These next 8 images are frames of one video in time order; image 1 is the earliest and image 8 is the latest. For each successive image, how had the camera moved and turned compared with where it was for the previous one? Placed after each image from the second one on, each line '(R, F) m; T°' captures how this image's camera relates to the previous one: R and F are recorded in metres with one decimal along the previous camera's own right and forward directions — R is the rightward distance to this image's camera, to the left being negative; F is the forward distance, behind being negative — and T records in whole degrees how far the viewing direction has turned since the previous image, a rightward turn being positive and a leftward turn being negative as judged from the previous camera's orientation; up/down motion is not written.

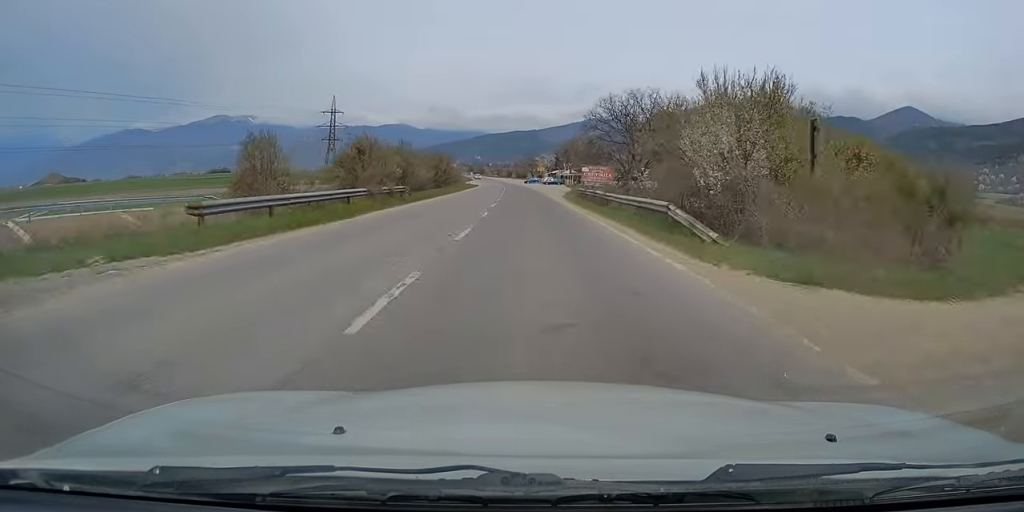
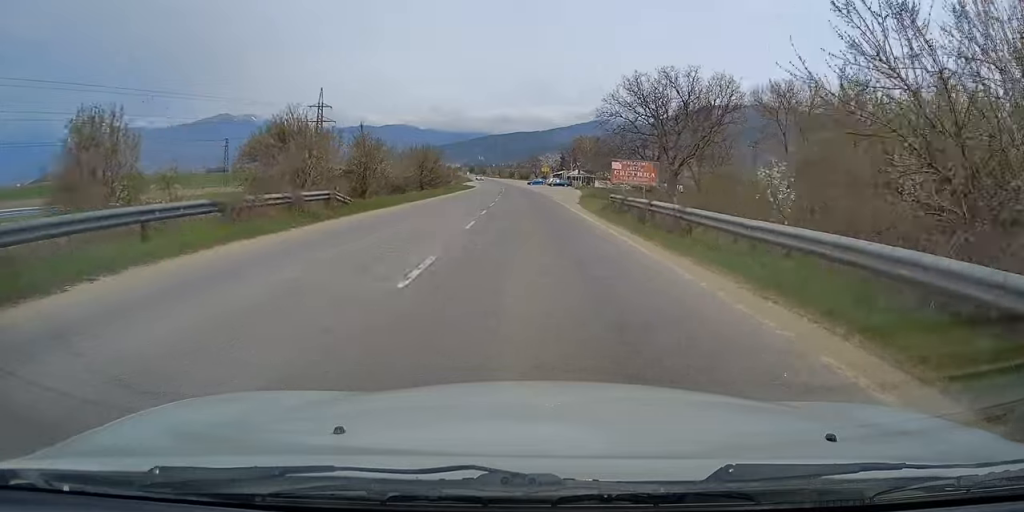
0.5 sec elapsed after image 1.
(+0.1, +13.5) m; 0°
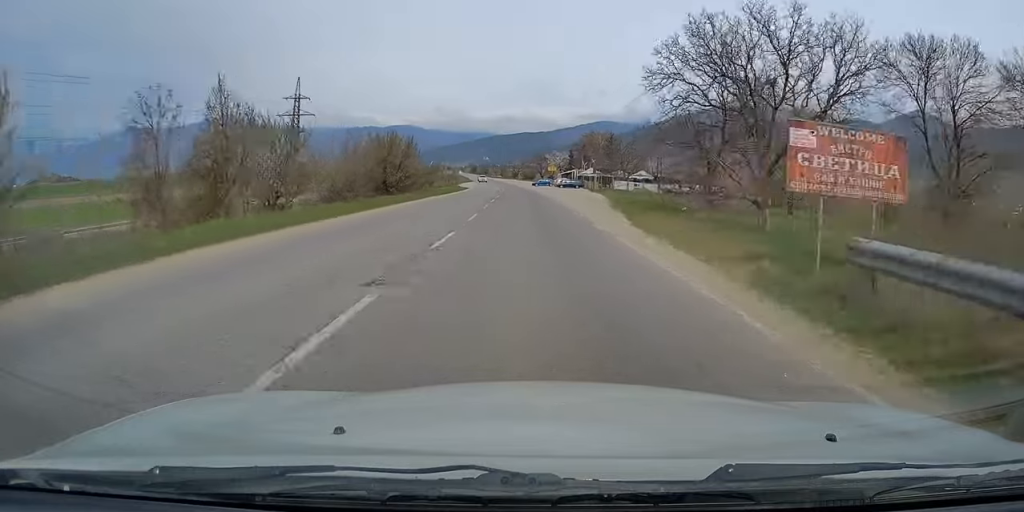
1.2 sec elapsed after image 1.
(-0.1, +18.8) m; -1°
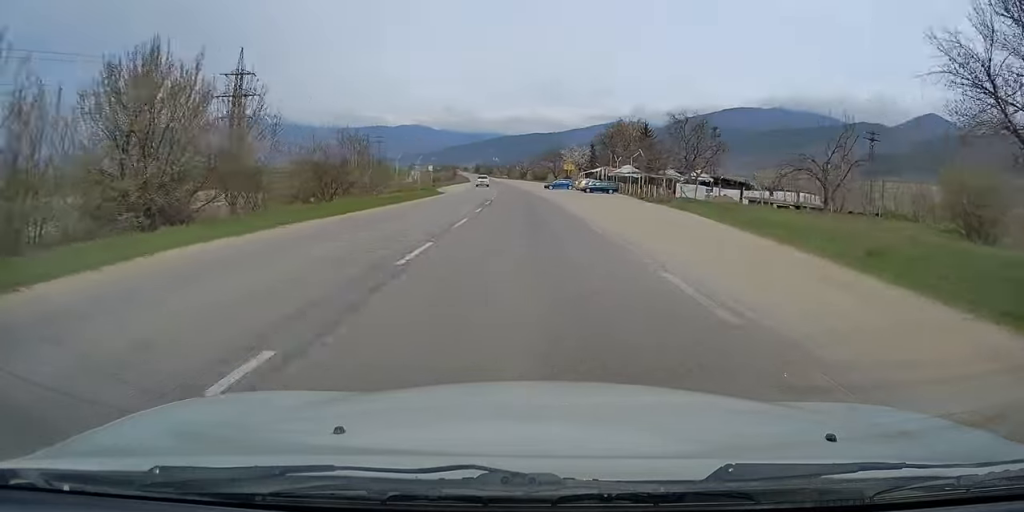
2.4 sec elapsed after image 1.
(-0.4, +33.3) m; -1°
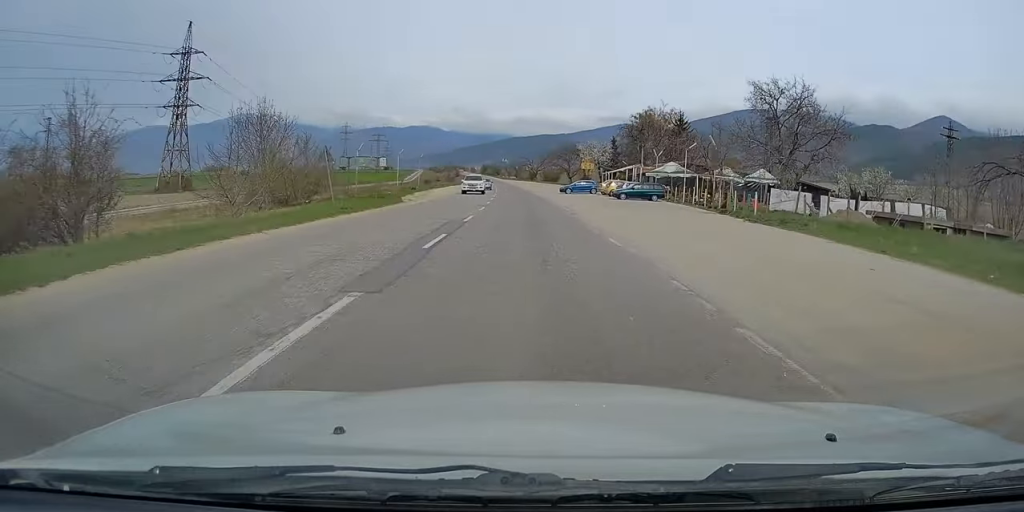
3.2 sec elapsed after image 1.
(0.0, +20.8) m; -1°
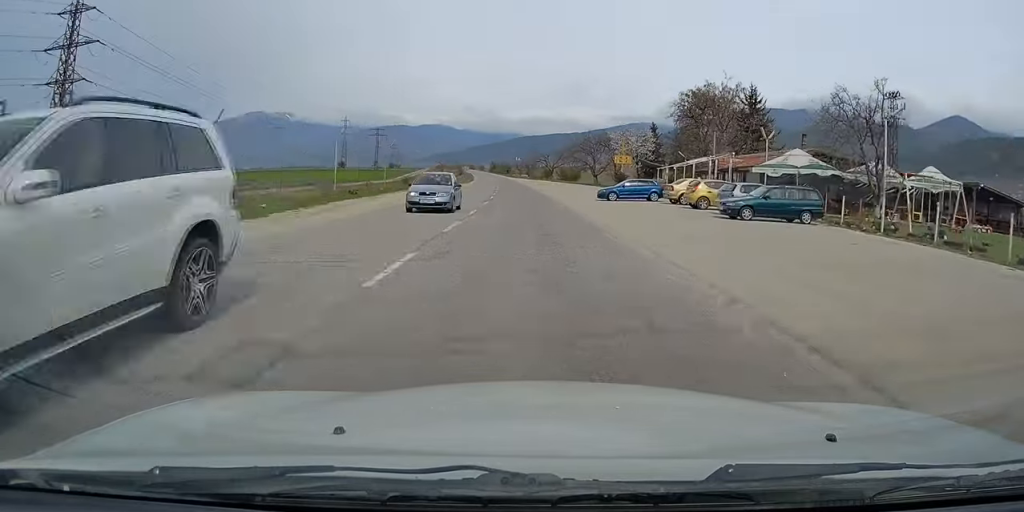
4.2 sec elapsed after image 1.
(-0.2, +27.2) m; -1°
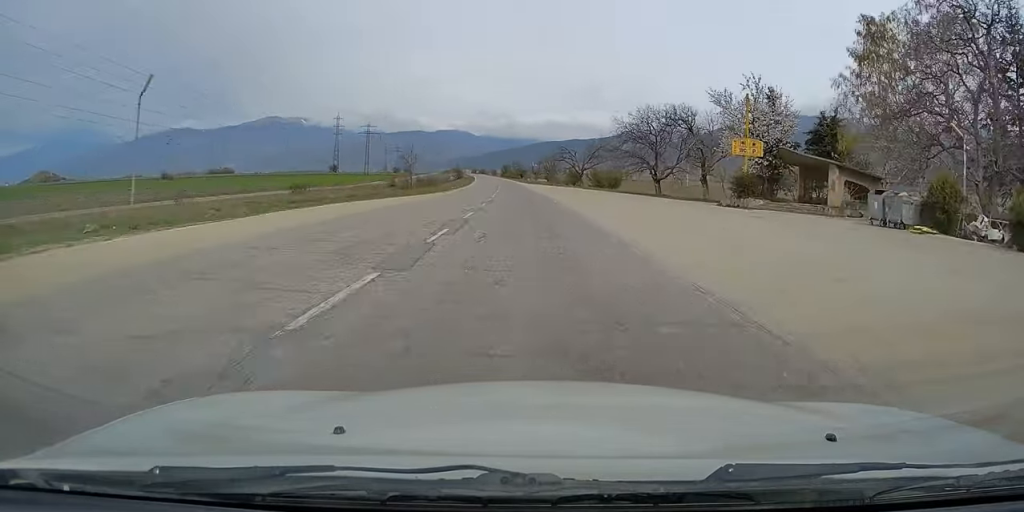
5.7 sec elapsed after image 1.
(-0.7, +41.2) m; -2°
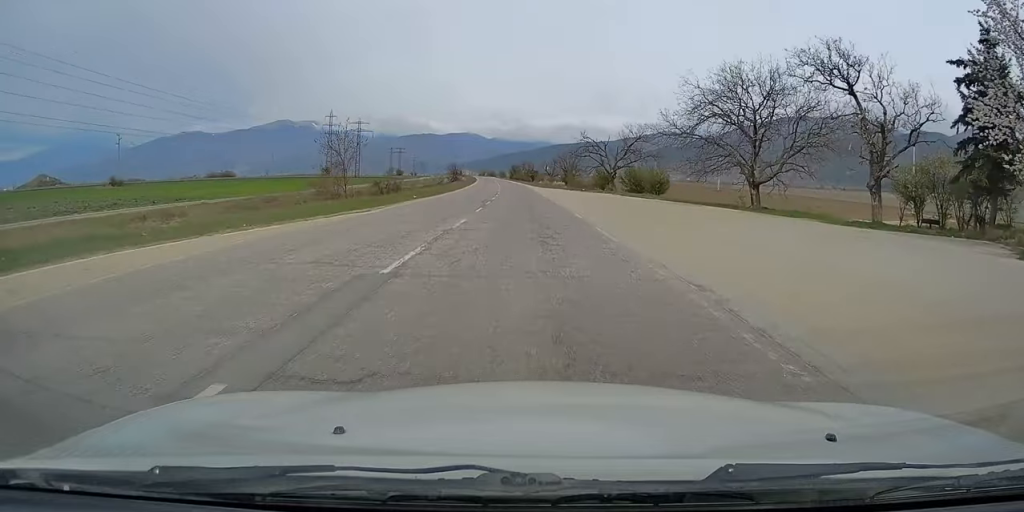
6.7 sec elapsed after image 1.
(-0.1, +26.7) m; -1°
